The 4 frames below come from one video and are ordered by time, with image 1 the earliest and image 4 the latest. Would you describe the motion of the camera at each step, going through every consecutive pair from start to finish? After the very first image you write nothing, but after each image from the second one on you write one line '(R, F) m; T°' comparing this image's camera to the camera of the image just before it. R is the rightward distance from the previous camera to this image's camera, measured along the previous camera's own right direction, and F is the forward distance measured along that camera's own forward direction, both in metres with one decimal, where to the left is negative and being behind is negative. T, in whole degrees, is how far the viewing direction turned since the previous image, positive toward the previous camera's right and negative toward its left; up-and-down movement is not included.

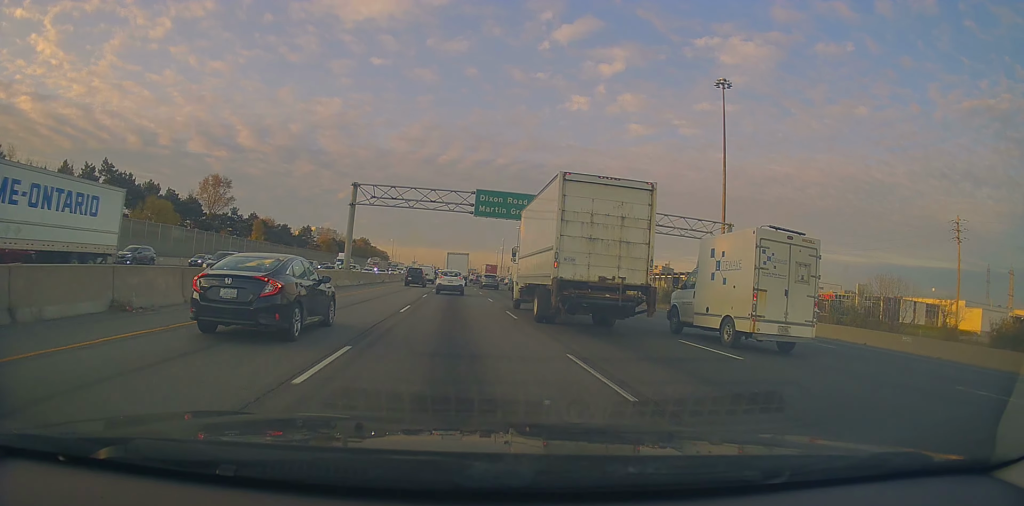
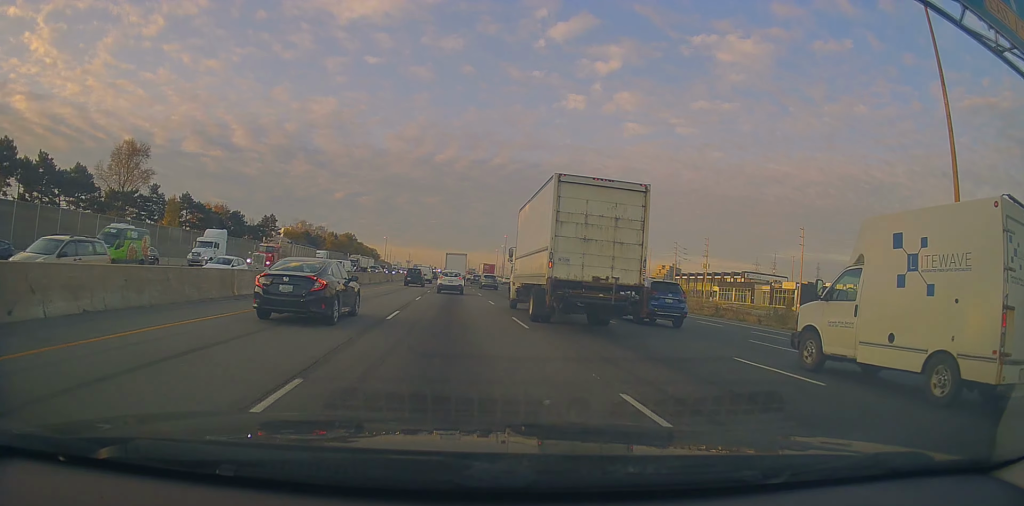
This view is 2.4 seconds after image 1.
(+0.6, +39.0) m; 0°
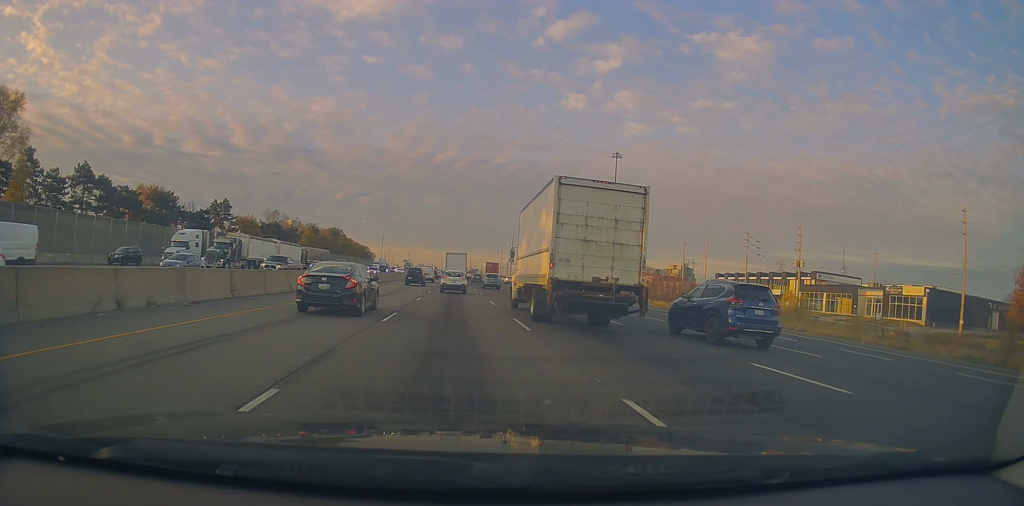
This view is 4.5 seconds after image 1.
(-0.1, +36.4) m; +1°
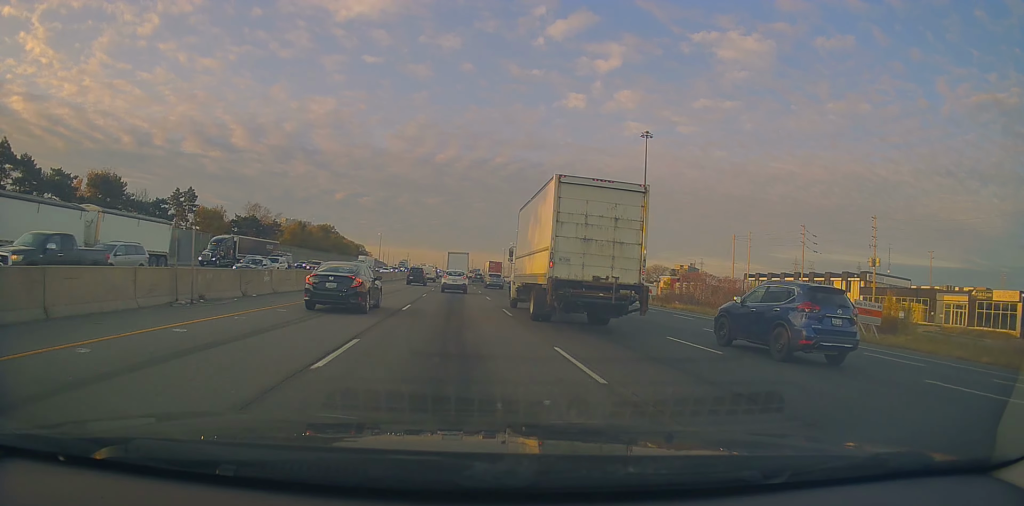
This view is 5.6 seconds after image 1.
(+0.1, +19.3) m; -1°
